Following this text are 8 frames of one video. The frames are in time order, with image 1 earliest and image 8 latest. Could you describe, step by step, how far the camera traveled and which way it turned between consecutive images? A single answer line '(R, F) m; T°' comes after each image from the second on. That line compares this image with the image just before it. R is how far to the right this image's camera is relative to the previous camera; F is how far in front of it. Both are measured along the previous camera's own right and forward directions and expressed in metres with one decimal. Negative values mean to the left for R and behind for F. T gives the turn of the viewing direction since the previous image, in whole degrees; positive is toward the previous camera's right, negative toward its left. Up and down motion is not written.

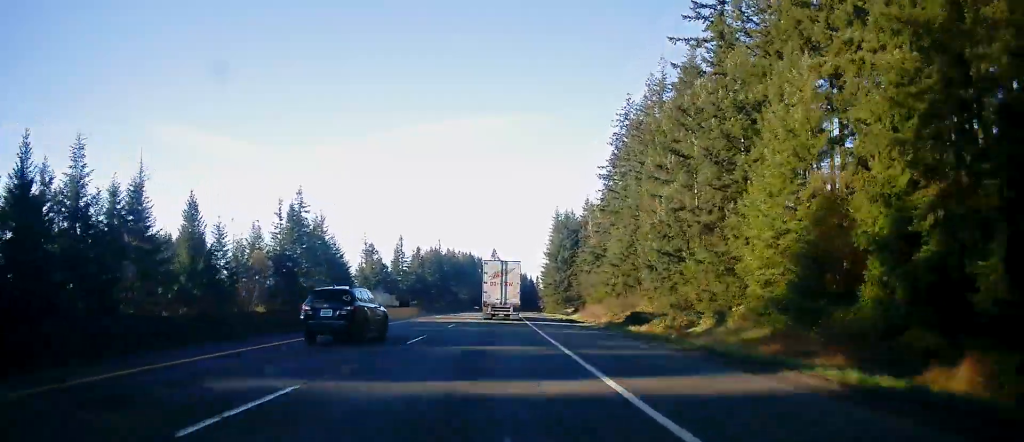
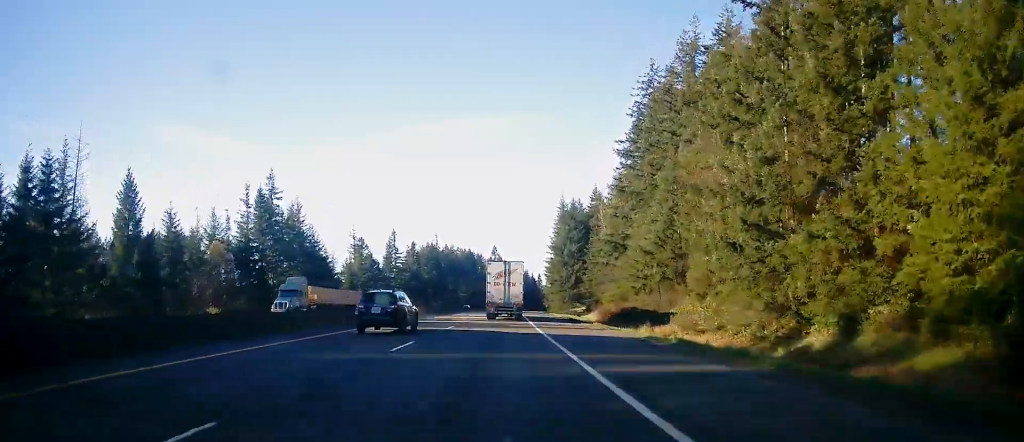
(0.0, +14.9) m; 0°
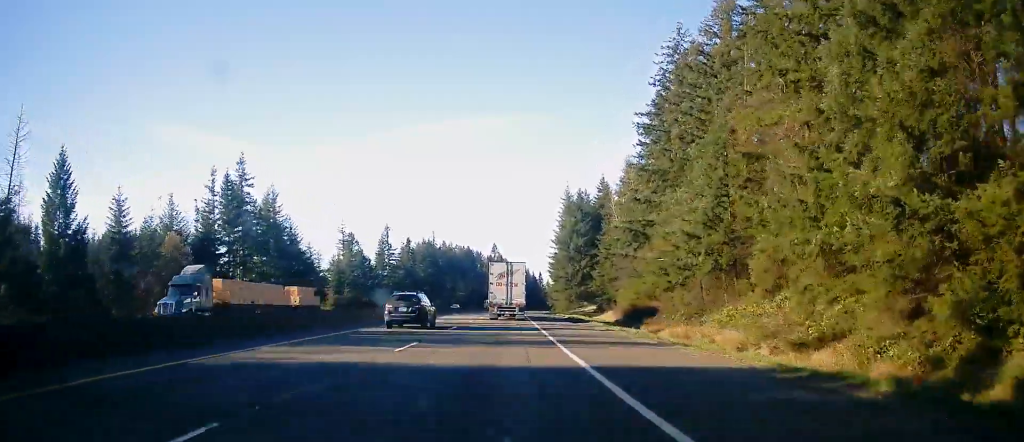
(0.0, +12.2) m; 0°
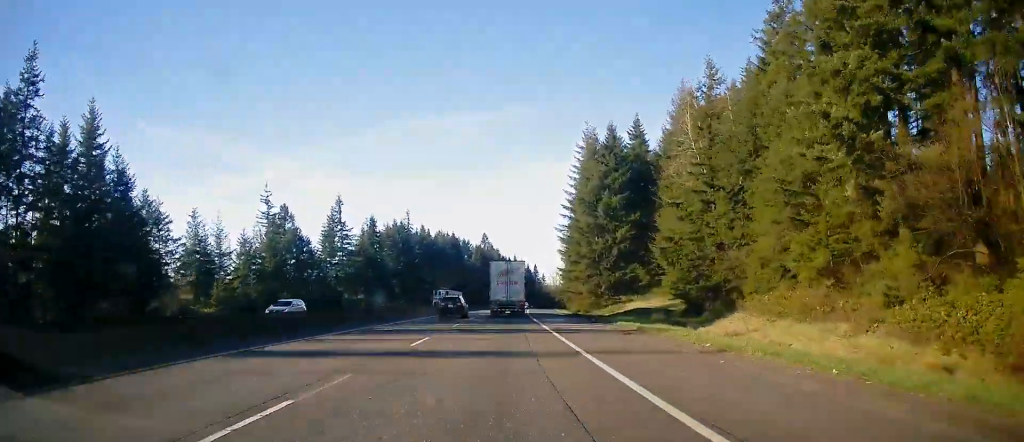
(+0.2, +47.3) m; +1°
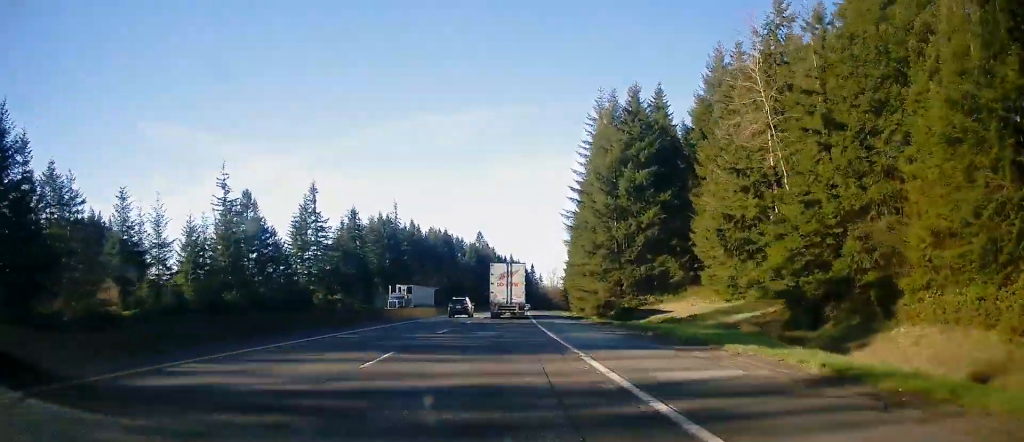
(0.0, +17.2) m; +1°
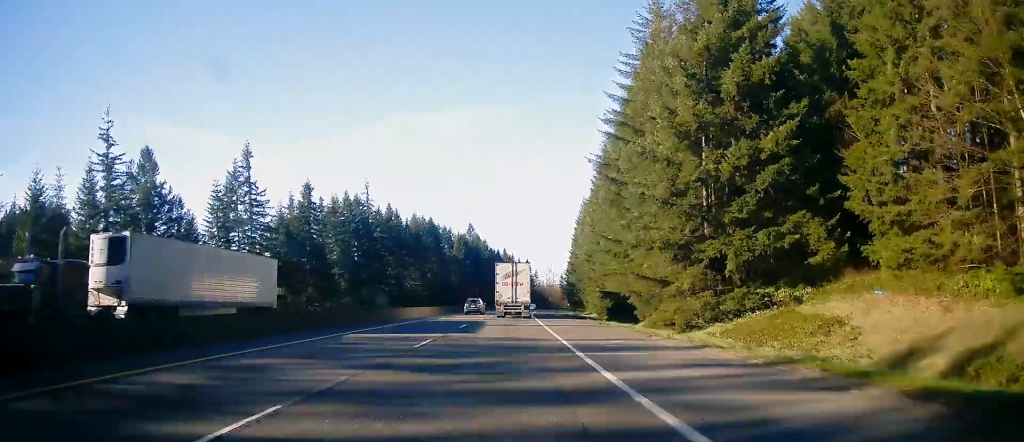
(+0.6, +31.7) m; +1°
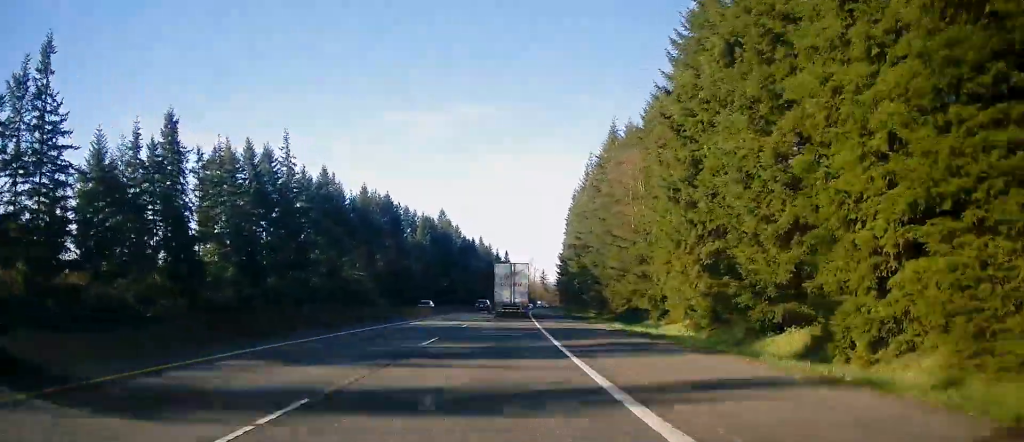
(0.0, +48.3) m; +2°
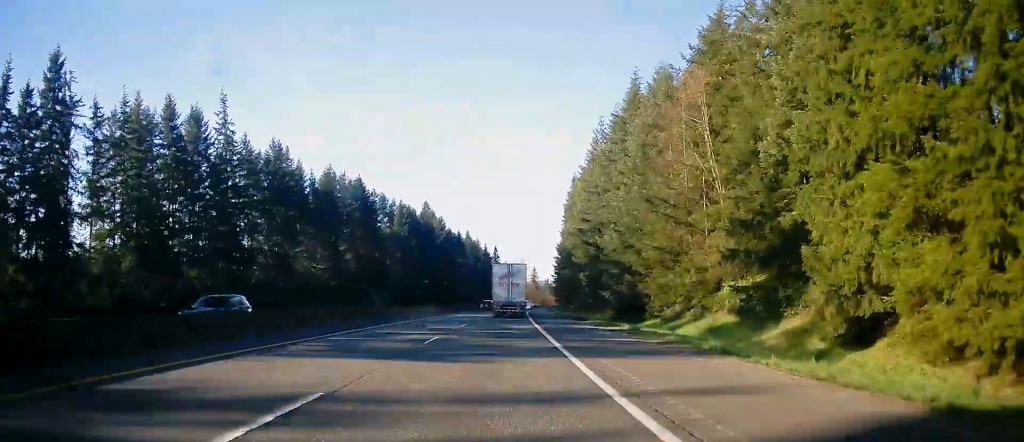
(+0.6, +24.2) m; +1°
